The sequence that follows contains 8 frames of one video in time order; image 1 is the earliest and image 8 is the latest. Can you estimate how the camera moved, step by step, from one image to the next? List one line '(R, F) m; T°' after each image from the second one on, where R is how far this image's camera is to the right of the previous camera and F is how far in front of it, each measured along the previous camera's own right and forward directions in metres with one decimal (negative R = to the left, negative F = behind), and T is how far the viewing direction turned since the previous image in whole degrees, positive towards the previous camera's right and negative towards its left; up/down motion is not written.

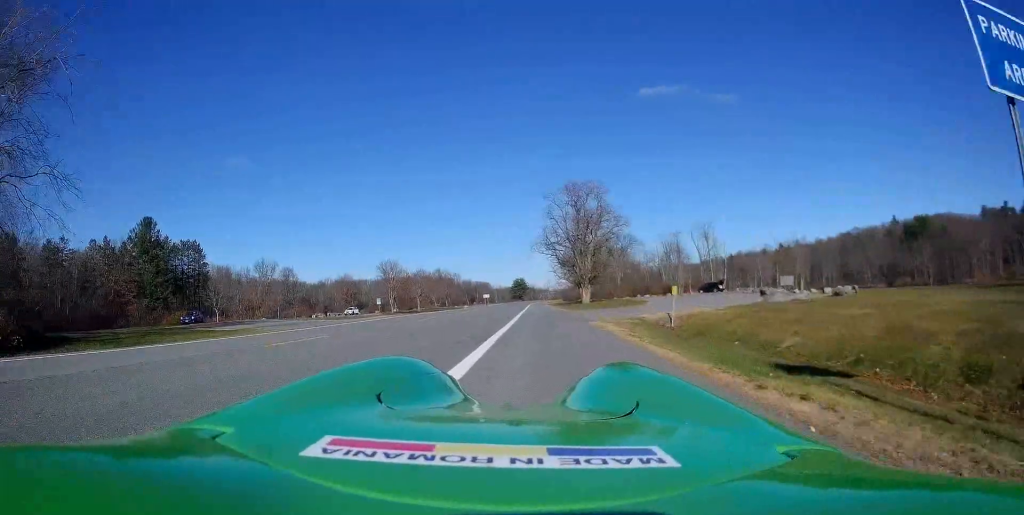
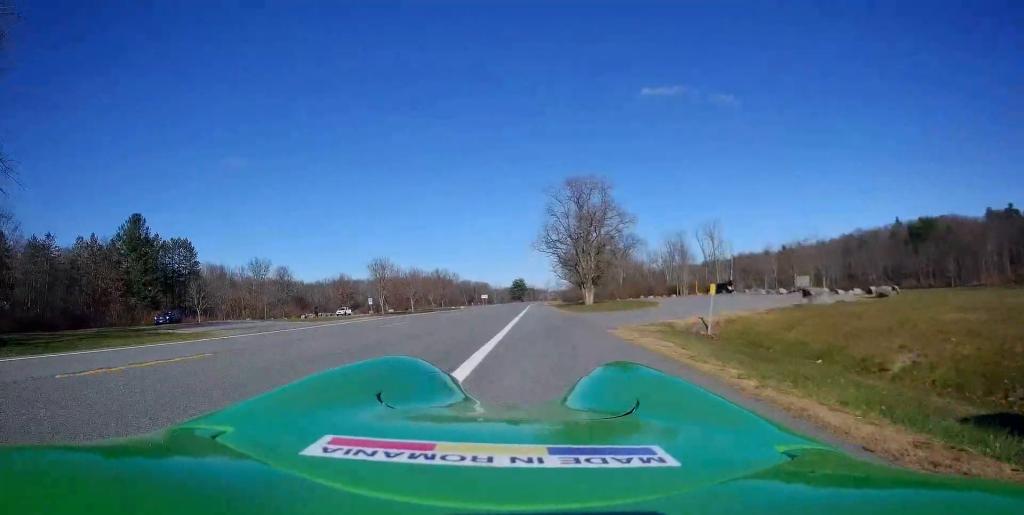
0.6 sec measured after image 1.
(-0.1, +4.9) m; +2°
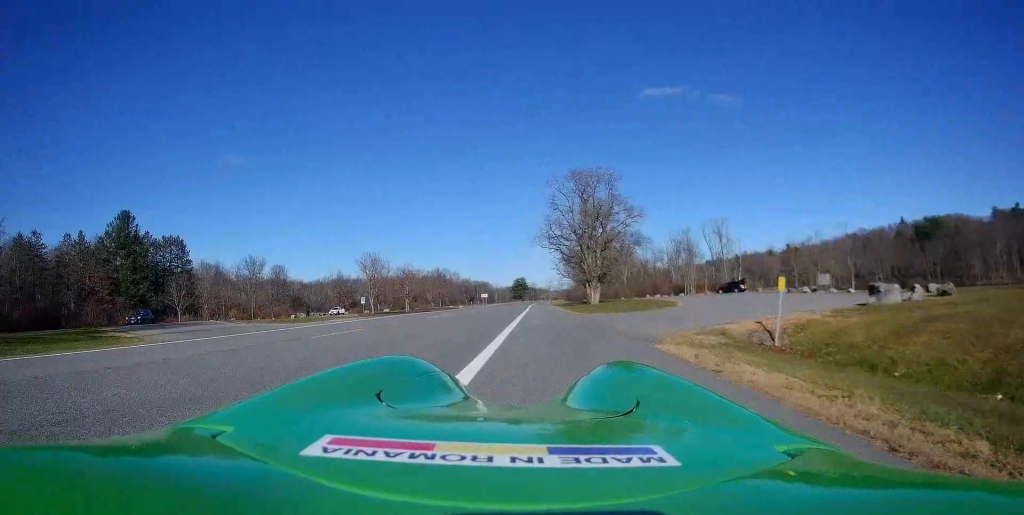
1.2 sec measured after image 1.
(+0.2, +5.2) m; +2°
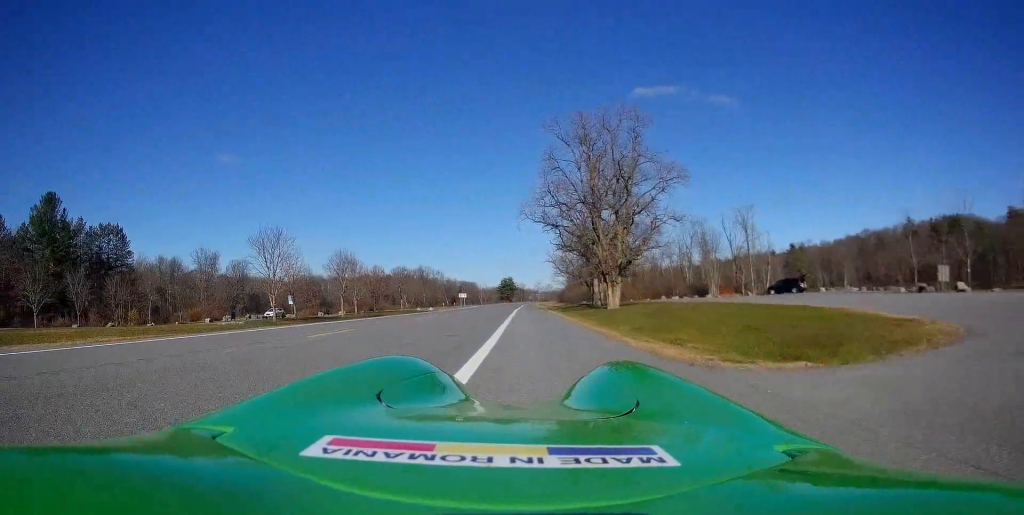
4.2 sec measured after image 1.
(-0.9, +24.3) m; -3°
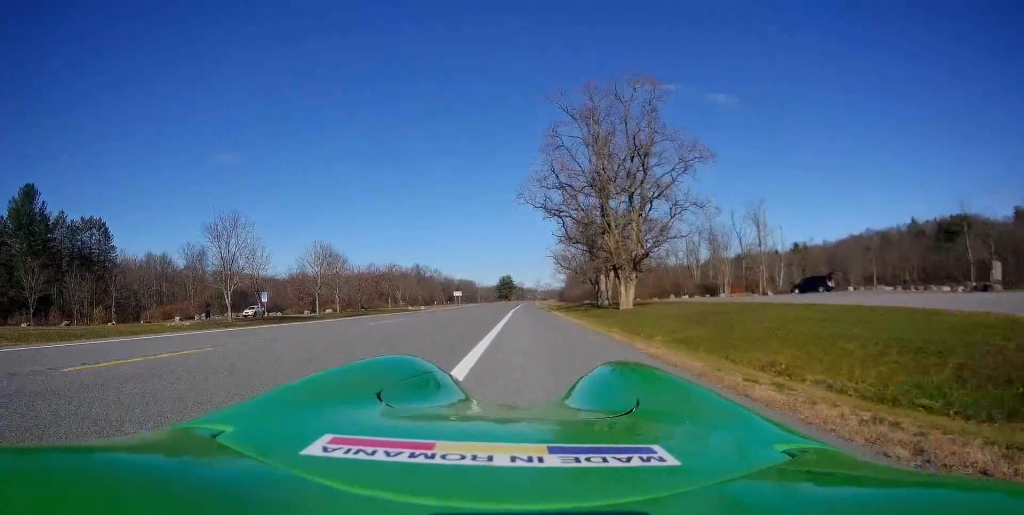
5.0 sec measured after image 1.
(+0.2, +6.9) m; +1°
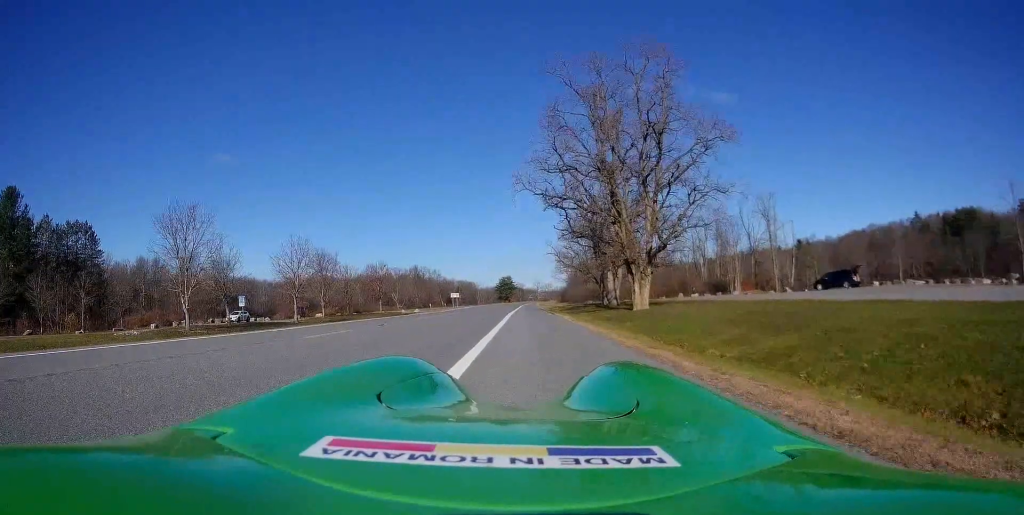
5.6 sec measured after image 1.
(+0.2, +5.2) m; 0°
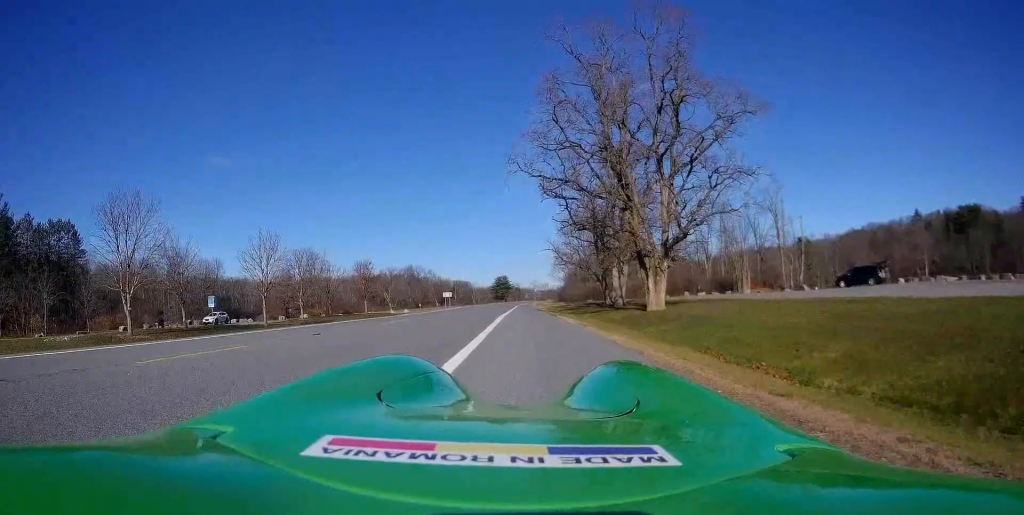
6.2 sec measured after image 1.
(-0.2, +5.3) m; -2°
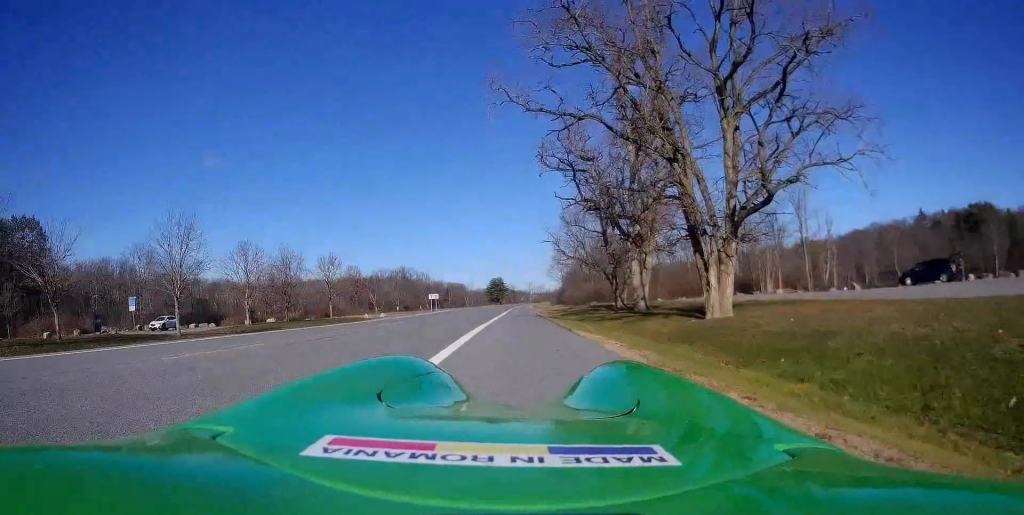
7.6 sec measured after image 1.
(-0.2, +11.3) m; 0°
